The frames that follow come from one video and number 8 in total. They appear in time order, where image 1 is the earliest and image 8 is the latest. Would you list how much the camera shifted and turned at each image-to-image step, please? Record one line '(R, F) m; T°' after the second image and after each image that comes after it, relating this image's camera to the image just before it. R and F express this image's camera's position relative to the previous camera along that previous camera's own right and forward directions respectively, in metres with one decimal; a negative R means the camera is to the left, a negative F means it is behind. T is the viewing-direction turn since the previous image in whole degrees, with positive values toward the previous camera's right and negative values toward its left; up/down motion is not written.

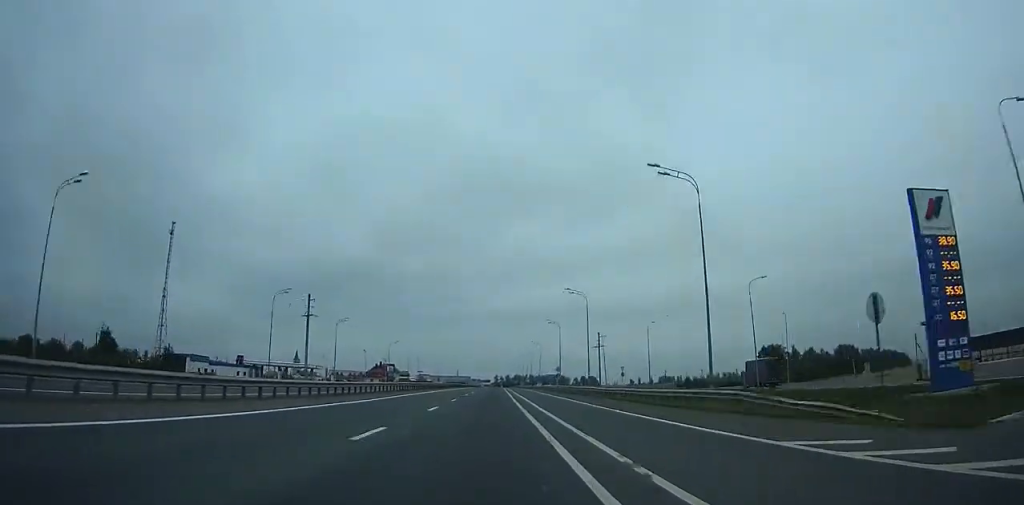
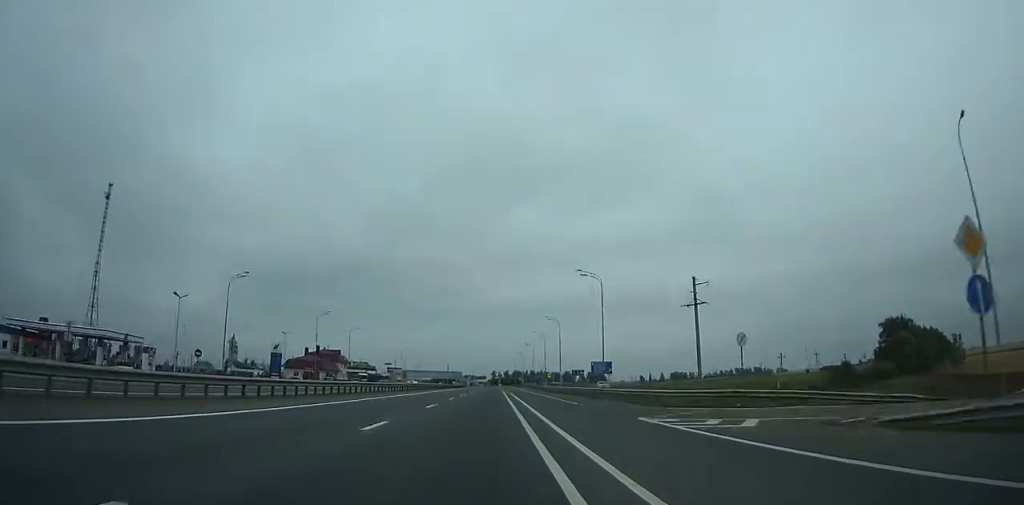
(+0.6, +90.7) m; +1°
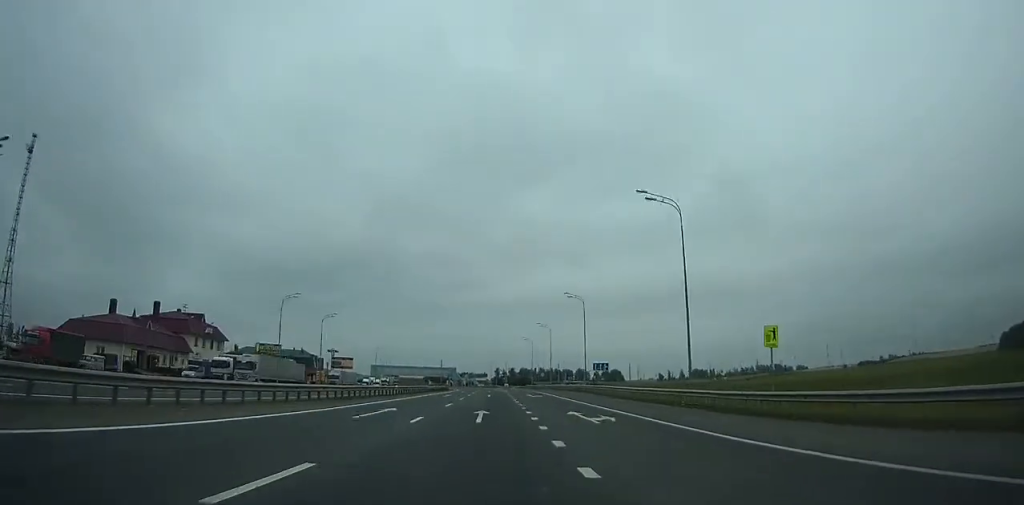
(-0.2, +94.2) m; -1°
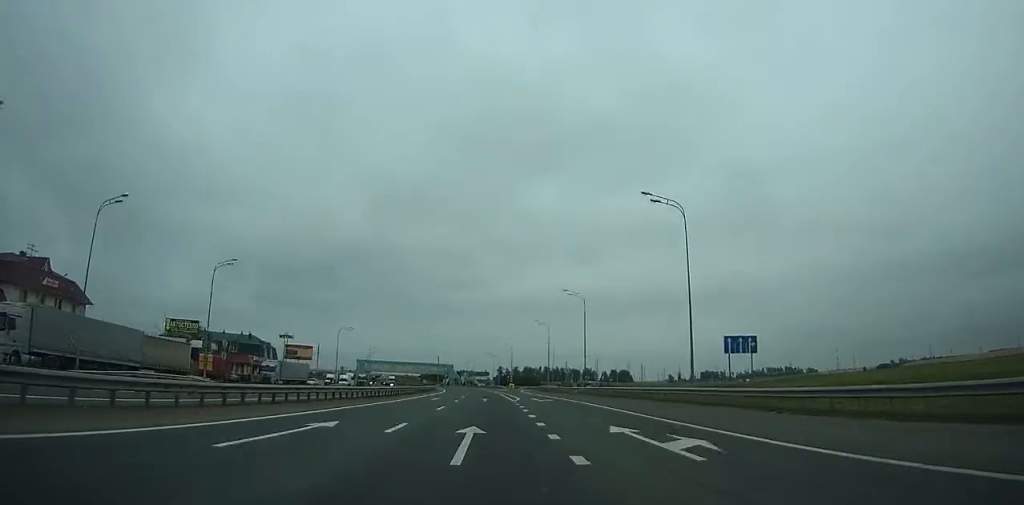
(-0.1, +40.0) m; -1°
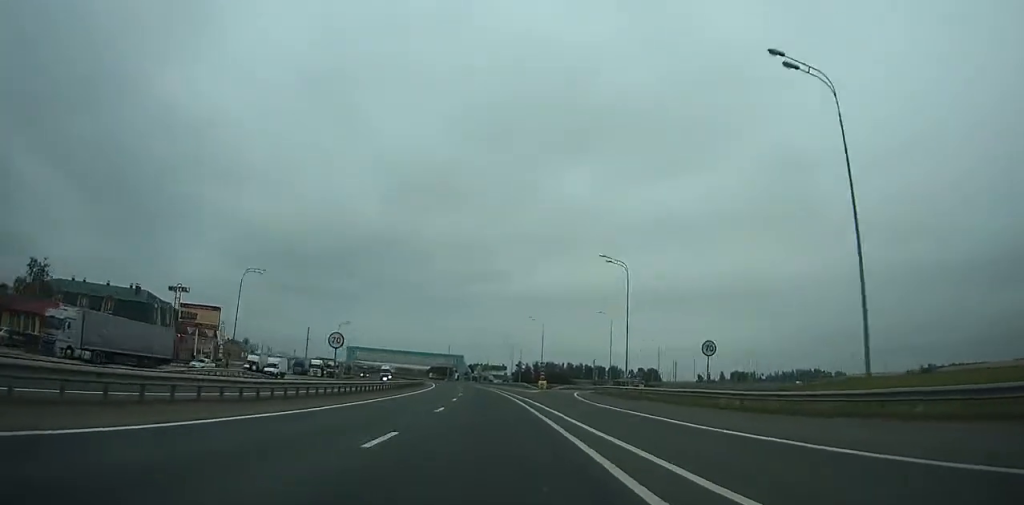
(-0.4, +52.5) m; -1°
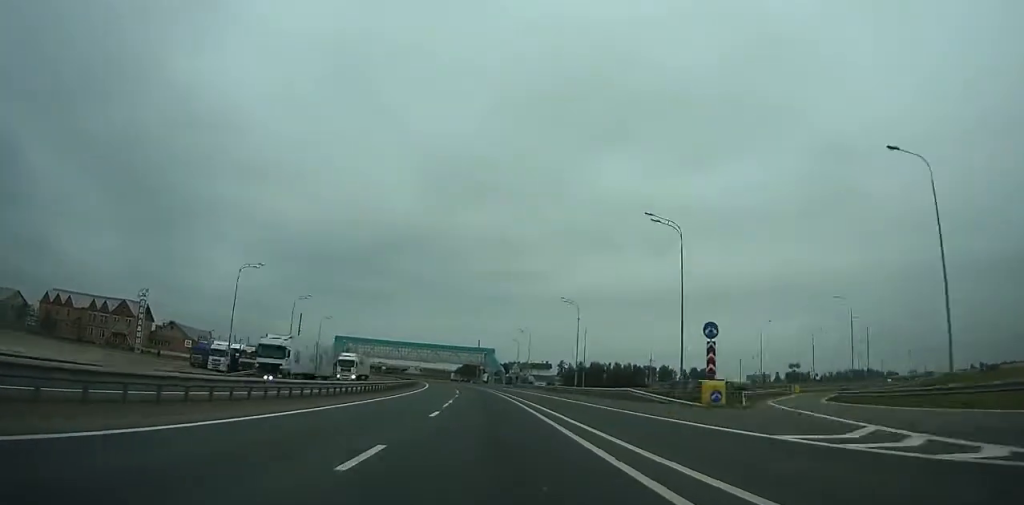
(-1.0, +62.9) m; -3°
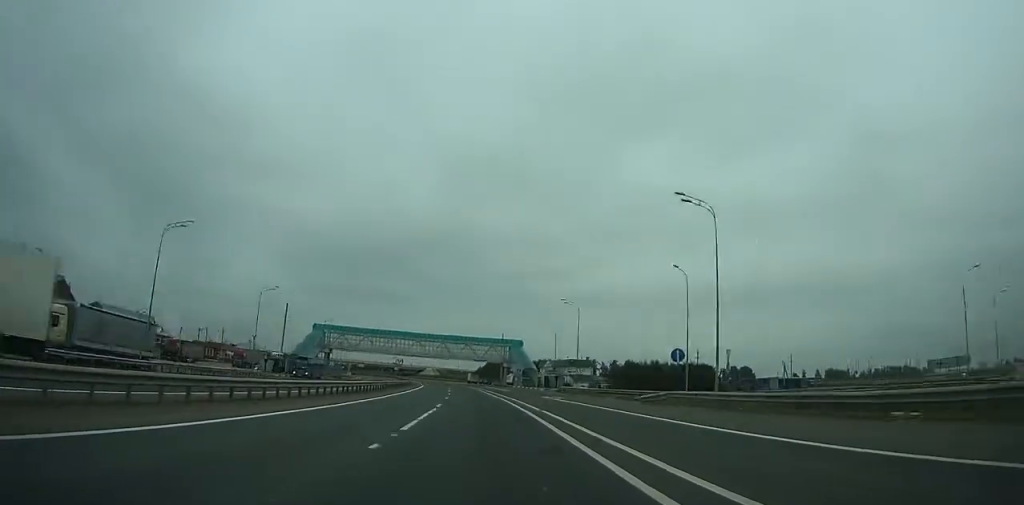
(-1.5, +42.0) m; -3°
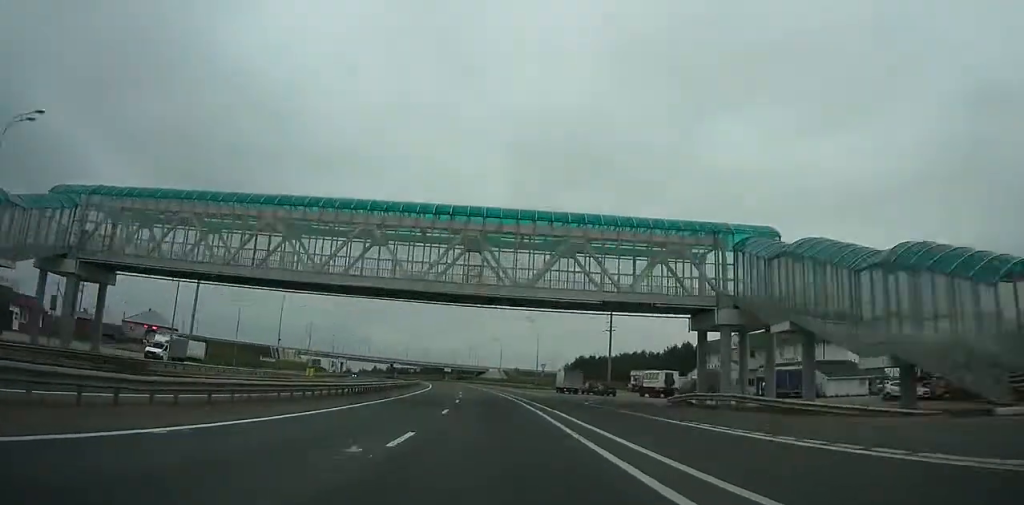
(-6.2, +97.6) m; -7°
